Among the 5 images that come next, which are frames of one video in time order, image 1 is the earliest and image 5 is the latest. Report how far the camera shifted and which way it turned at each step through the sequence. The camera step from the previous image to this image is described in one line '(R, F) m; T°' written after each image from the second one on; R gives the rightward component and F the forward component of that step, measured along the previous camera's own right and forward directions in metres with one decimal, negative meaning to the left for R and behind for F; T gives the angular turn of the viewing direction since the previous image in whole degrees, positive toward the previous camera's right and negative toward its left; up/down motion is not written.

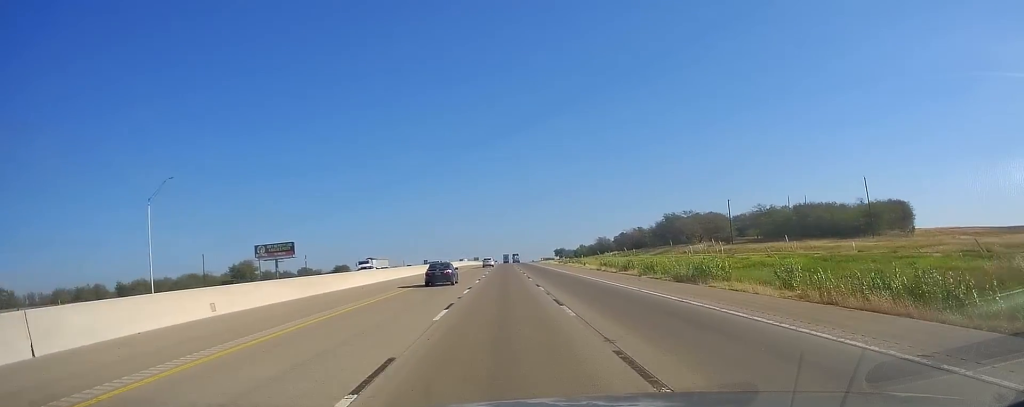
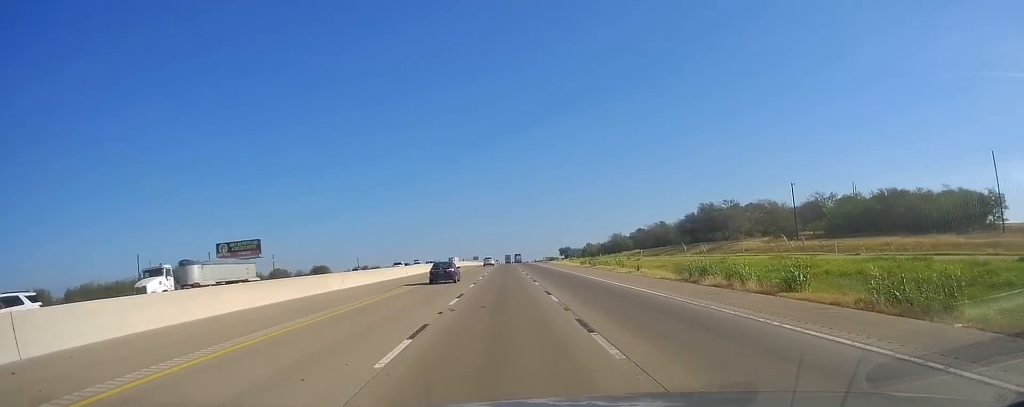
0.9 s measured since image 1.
(-0.3, +31.1) m; 0°
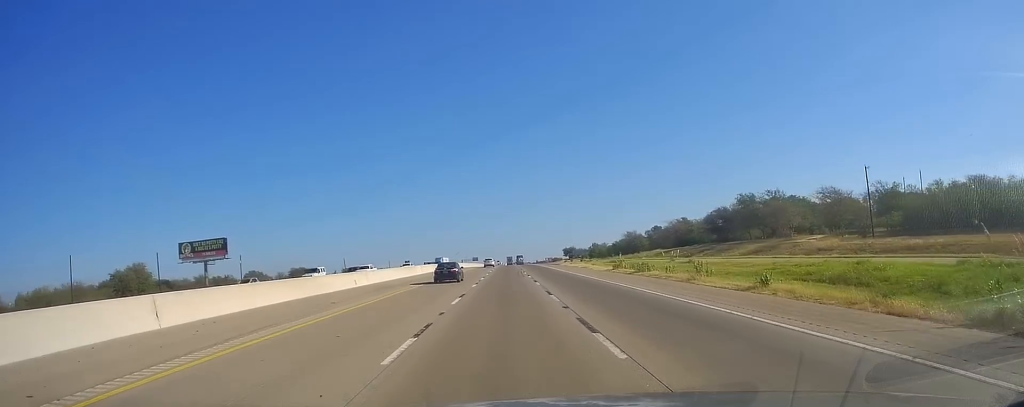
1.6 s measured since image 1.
(0.0, +23.7) m; +1°
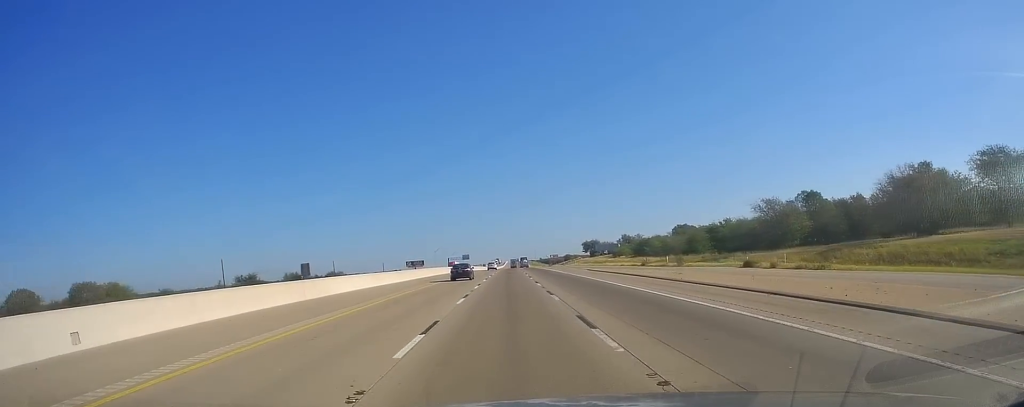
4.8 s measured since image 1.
(-1.0, +108.0) m; -2°
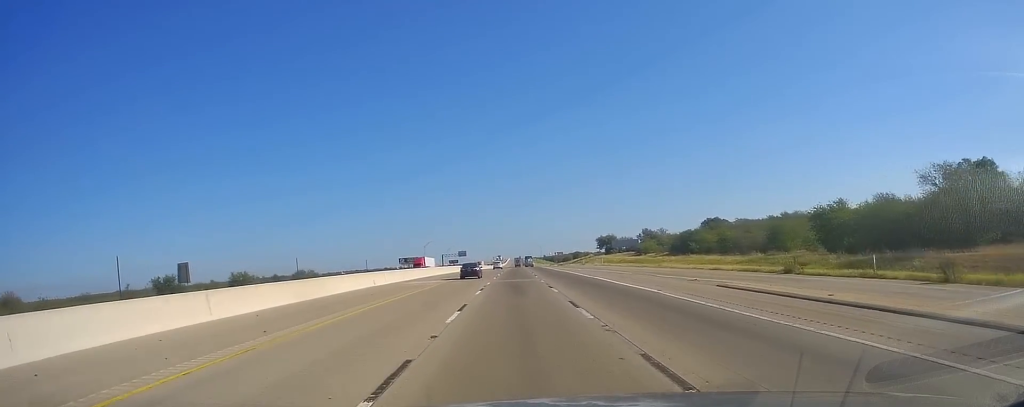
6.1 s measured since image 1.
(+0.4, +42.4) m; 0°
